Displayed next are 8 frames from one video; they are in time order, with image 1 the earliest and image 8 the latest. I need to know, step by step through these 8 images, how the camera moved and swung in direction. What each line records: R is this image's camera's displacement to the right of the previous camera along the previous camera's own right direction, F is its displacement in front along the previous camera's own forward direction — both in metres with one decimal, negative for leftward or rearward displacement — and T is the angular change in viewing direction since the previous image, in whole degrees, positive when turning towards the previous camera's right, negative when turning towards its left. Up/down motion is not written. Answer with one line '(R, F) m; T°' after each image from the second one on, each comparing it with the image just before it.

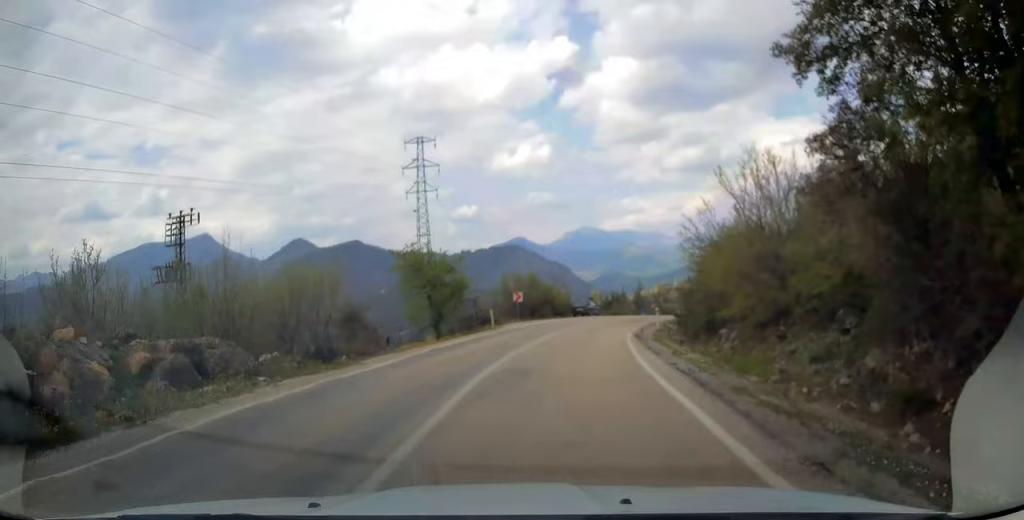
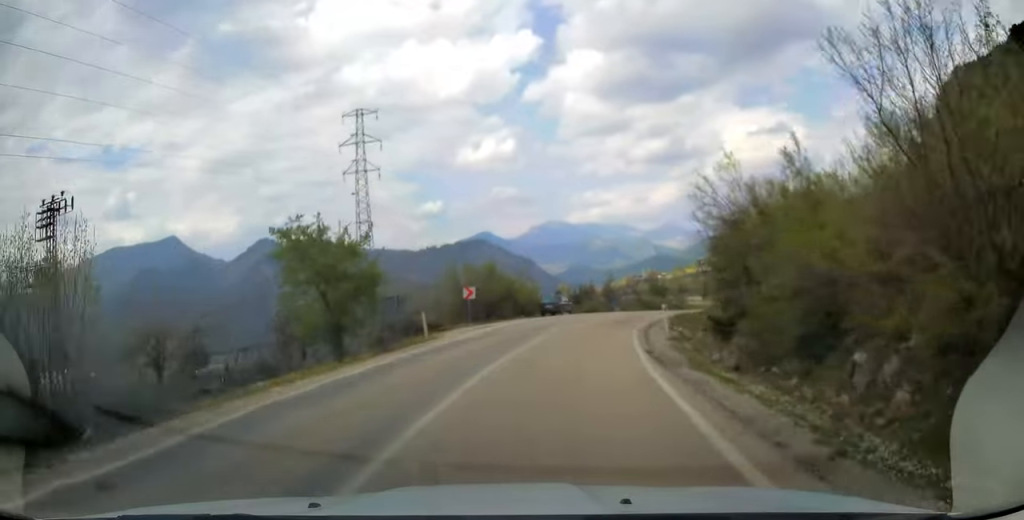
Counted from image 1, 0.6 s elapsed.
(+0.2, +9.5) m; +3°
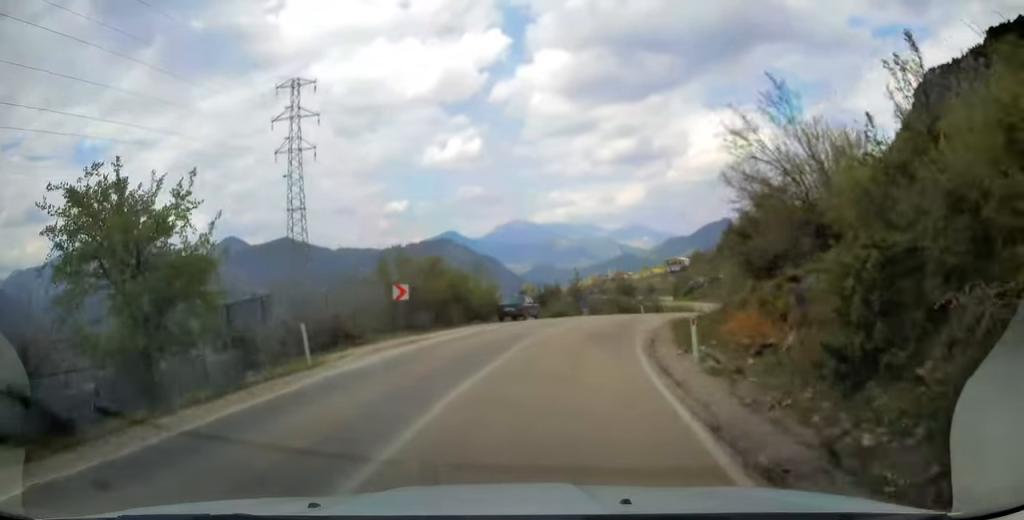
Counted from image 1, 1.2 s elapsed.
(+0.3, +8.0) m; +4°
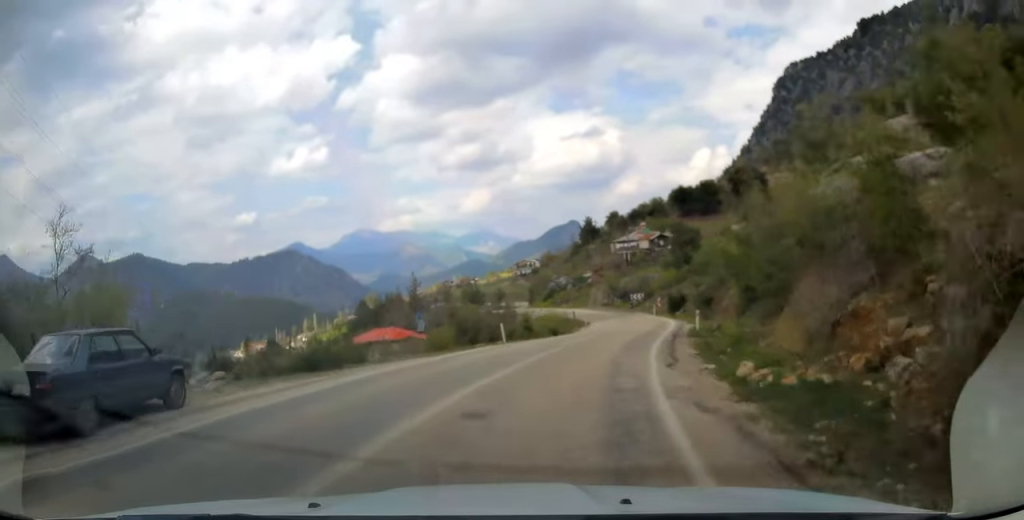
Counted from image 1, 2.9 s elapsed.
(+2.8, +25.7) m; +13°
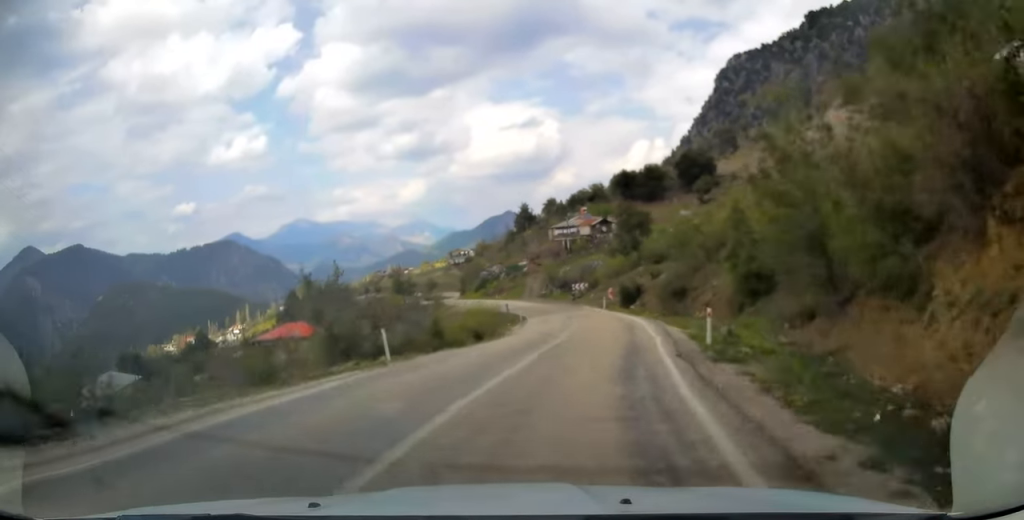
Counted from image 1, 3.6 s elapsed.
(+0.4, +11.0) m; +5°
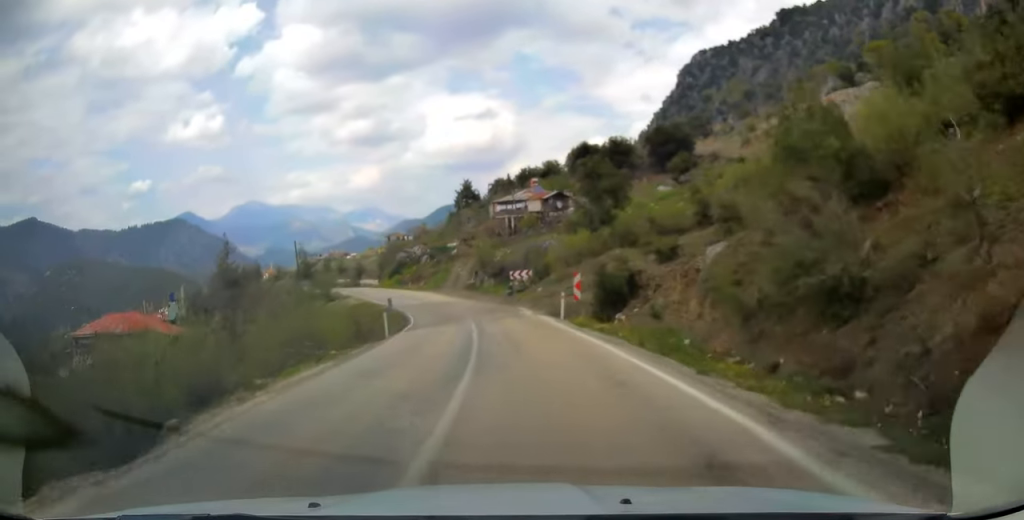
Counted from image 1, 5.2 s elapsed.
(+1.6, +27.2) m; +2°
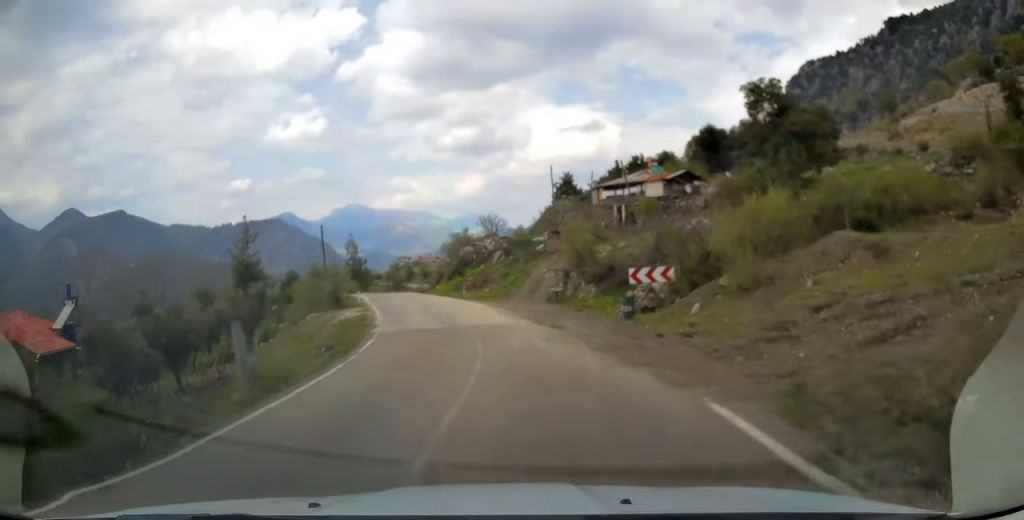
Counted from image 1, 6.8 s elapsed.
(-1.4, +26.0) m; -9°
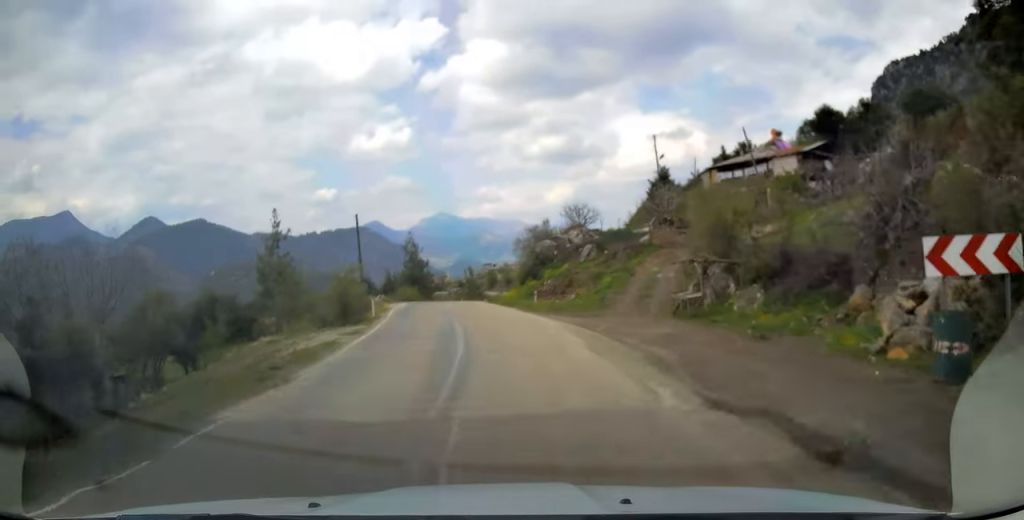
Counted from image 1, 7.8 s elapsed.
(-1.2, +15.8) m; -8°
